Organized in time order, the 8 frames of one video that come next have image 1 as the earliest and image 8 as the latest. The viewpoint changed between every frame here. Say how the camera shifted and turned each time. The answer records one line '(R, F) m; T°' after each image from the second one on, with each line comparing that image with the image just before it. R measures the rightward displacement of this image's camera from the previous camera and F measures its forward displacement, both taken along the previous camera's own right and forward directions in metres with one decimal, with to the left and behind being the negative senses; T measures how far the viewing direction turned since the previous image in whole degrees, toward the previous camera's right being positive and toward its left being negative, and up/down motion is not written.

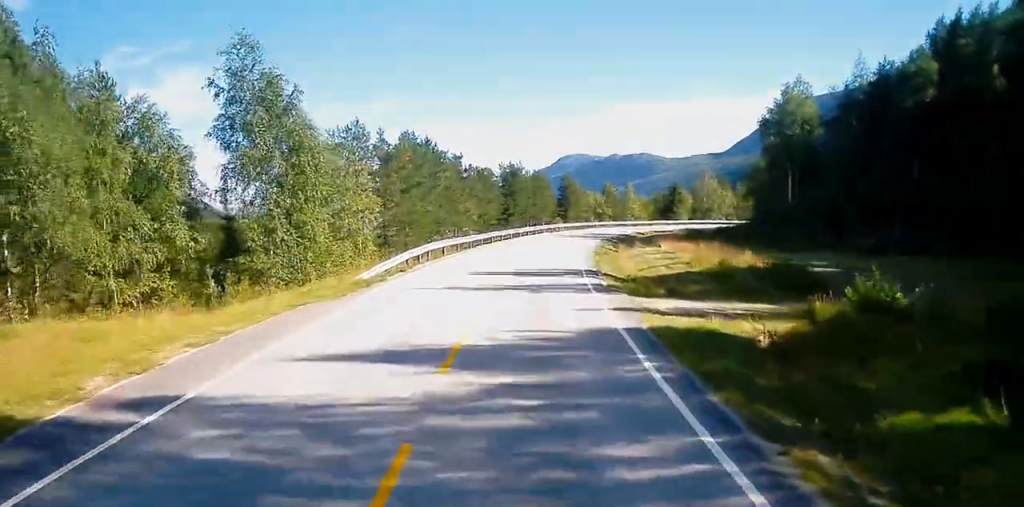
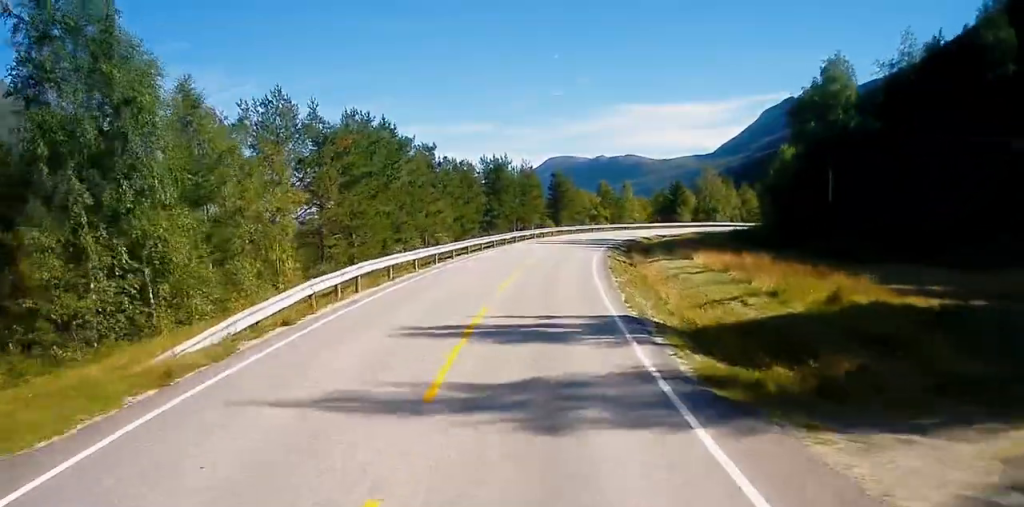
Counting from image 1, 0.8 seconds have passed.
(+0.7, +12.9) m; +3°
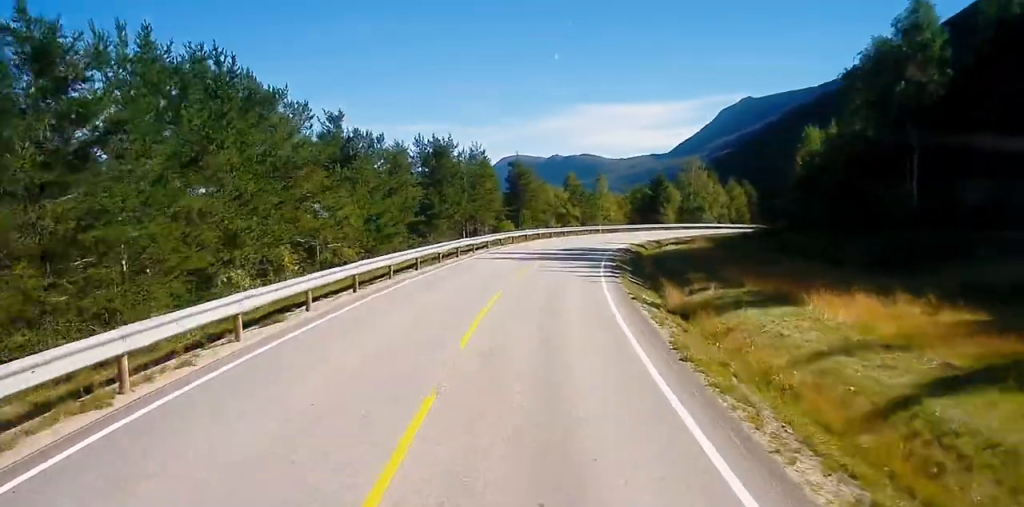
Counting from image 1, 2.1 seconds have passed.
(0.0, +20.1) m; 0°
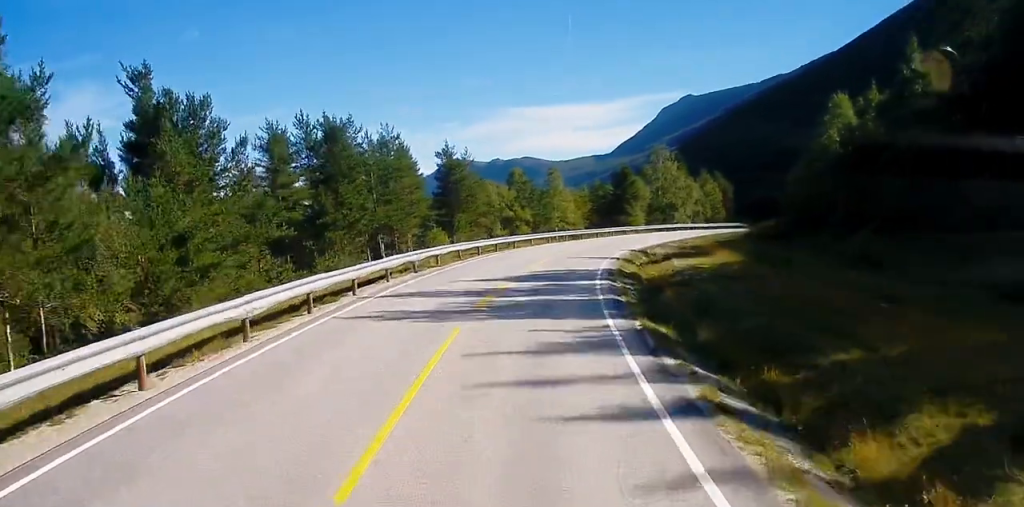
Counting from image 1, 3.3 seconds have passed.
(0.0, +18.3) m; 0°
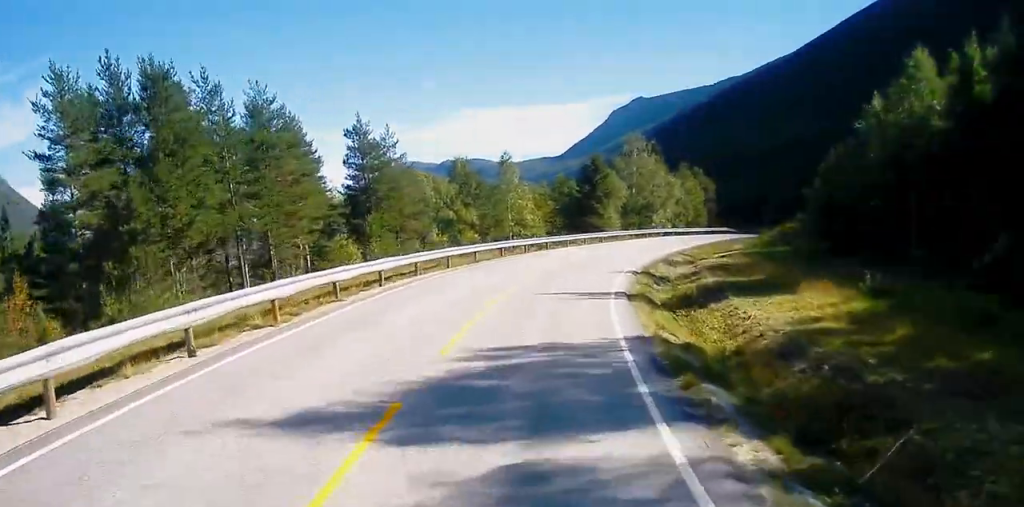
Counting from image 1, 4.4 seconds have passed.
(0.0, +17.2) m; 0°
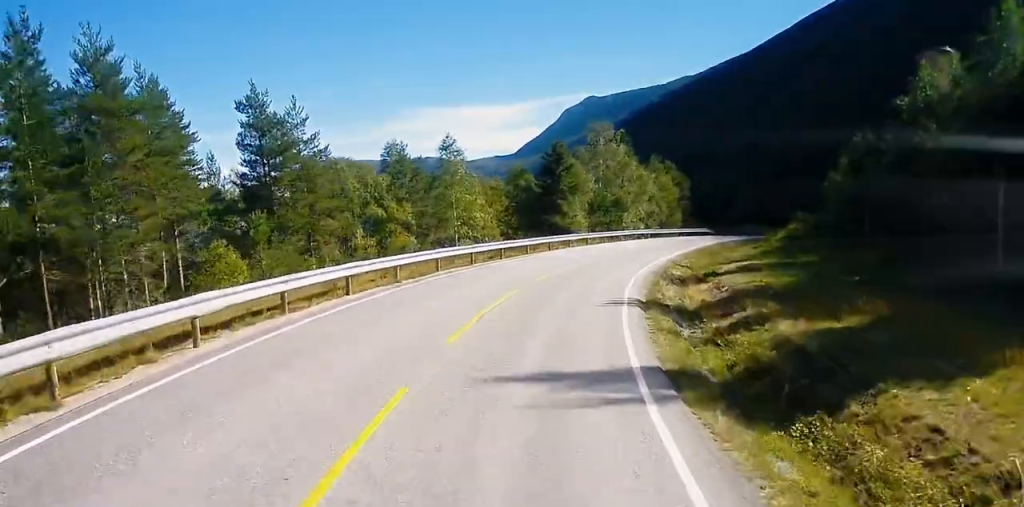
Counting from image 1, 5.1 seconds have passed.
(0.0, +11.2) m; 0°
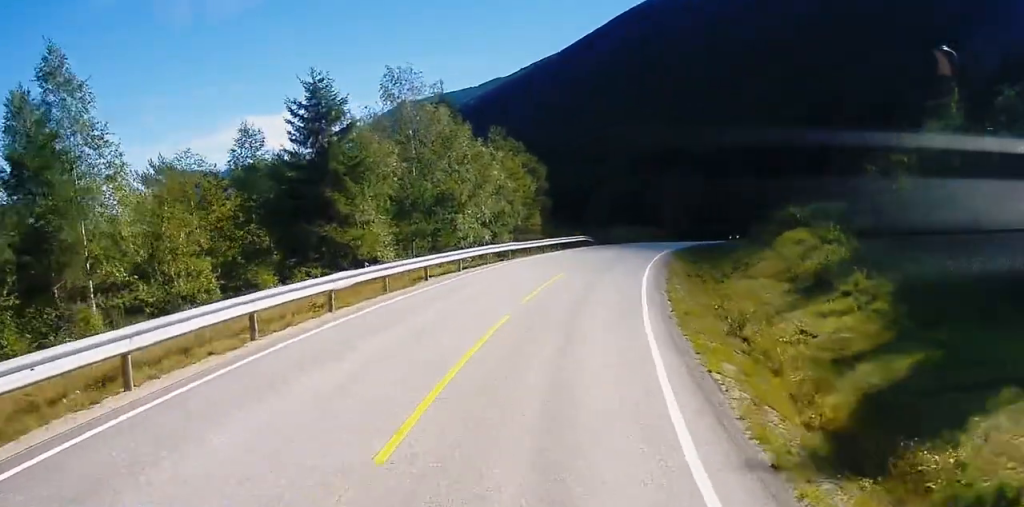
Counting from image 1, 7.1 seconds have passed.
(0.0, +29.4) m; 0°
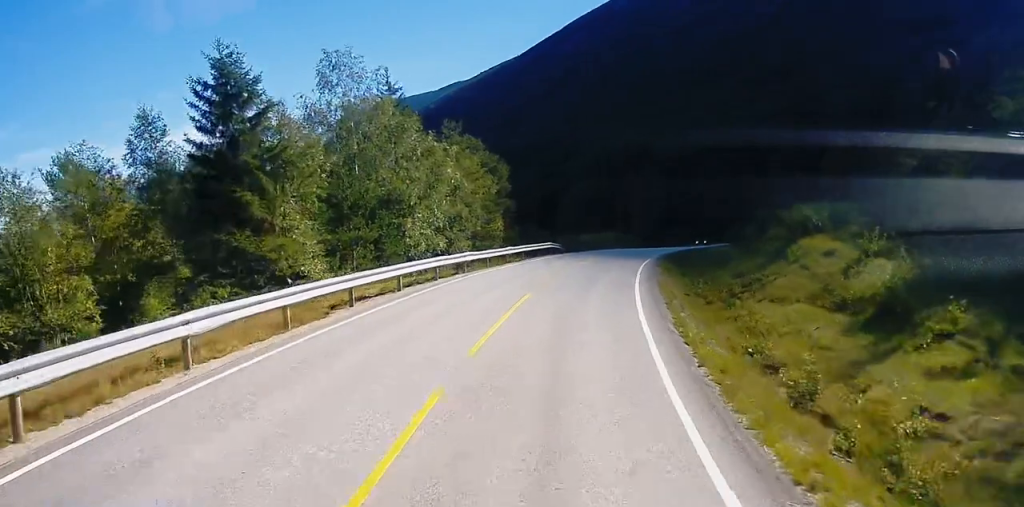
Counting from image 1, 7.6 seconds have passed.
(0.0, +6.1) m; 0°
